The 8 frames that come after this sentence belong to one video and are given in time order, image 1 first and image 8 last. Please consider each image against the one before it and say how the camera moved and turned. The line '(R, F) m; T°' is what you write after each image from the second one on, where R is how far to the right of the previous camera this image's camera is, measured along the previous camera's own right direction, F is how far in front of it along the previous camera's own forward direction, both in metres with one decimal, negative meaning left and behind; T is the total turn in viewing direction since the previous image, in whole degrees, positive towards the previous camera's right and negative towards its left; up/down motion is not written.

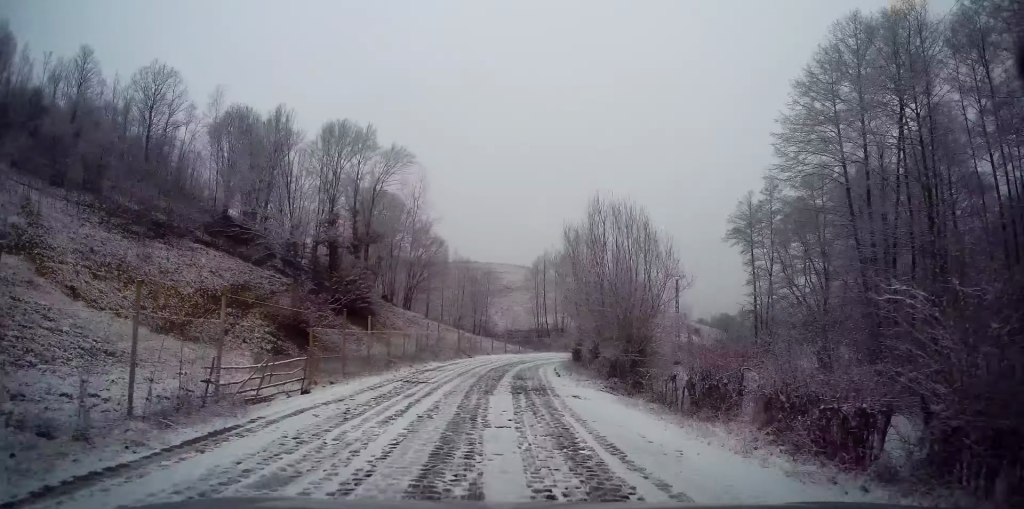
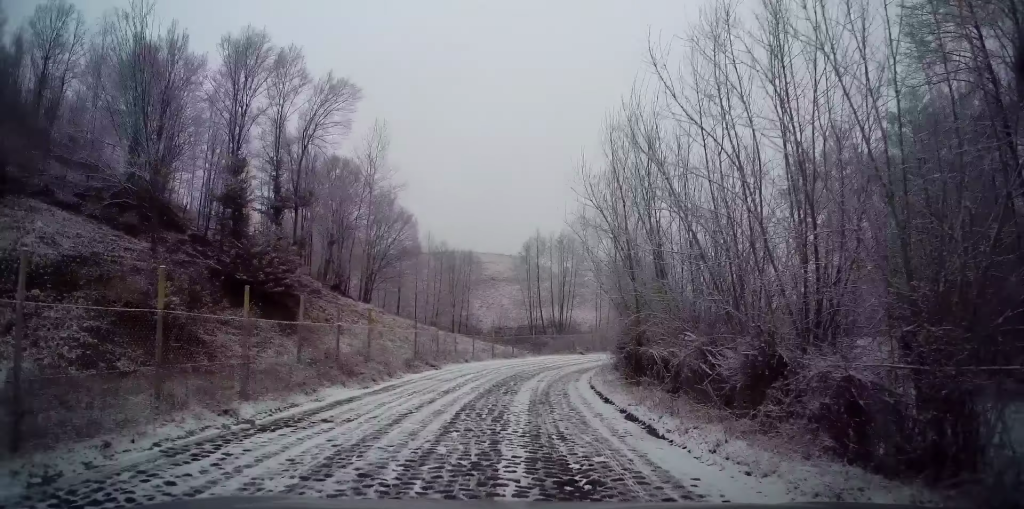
(-0.1, +14.5) m; 0°
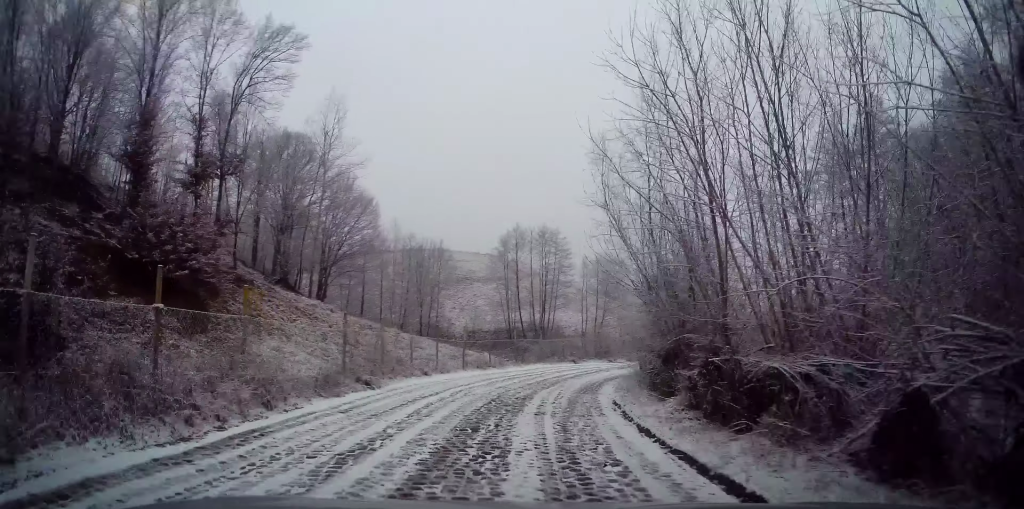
(0.0, +7.2) m; +2°
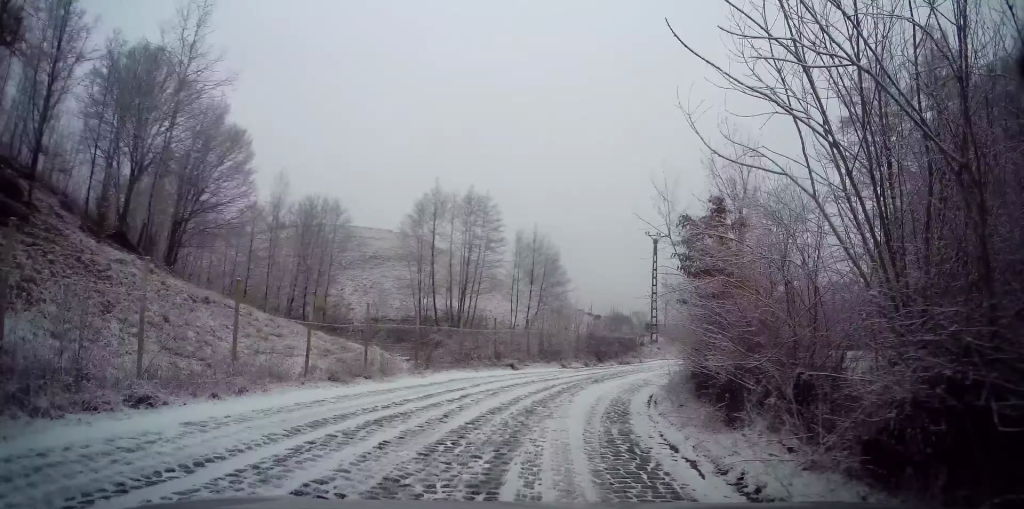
(+0.6, +12.4) m; +6°
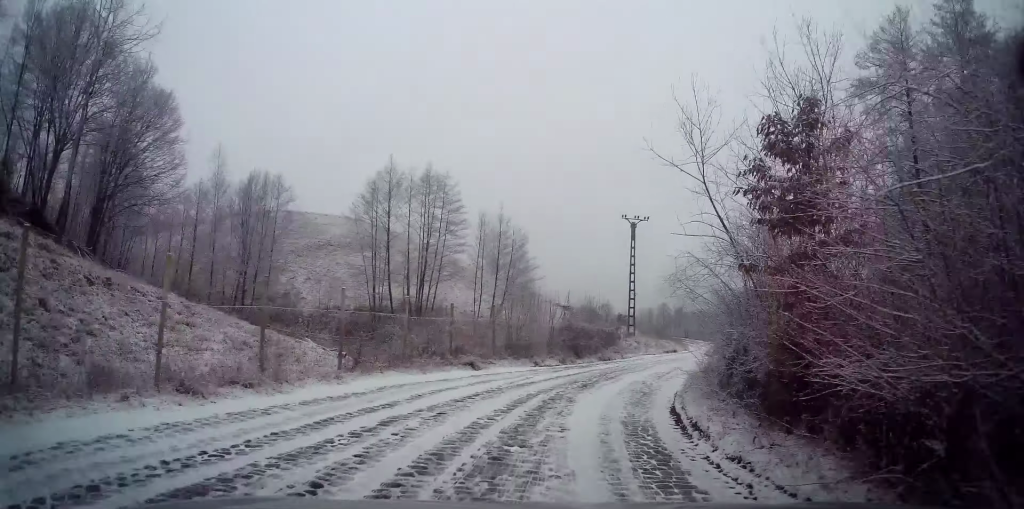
(-0.1, +4.6) m; +4°
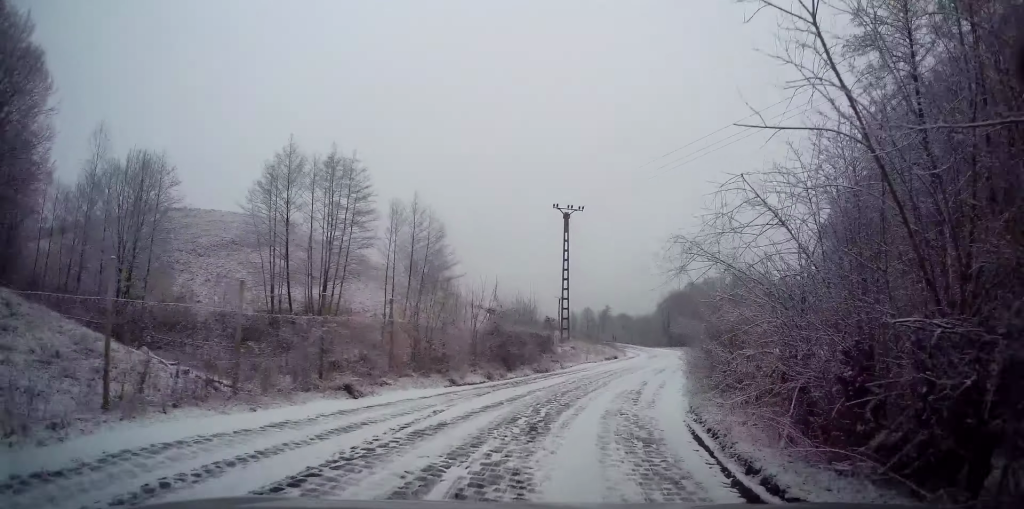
(+0.5, +5.7) m; +9°
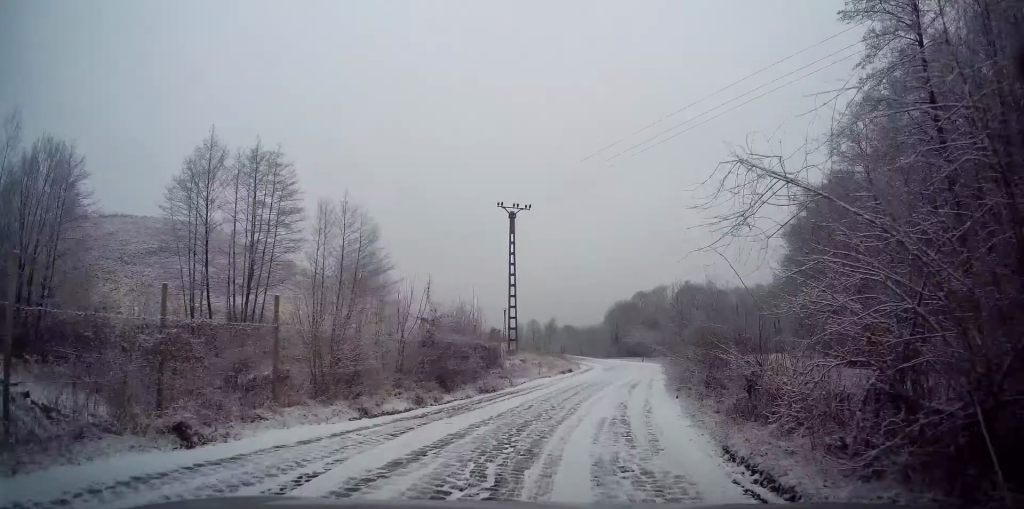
(+0.2, +3.9) m; +6°
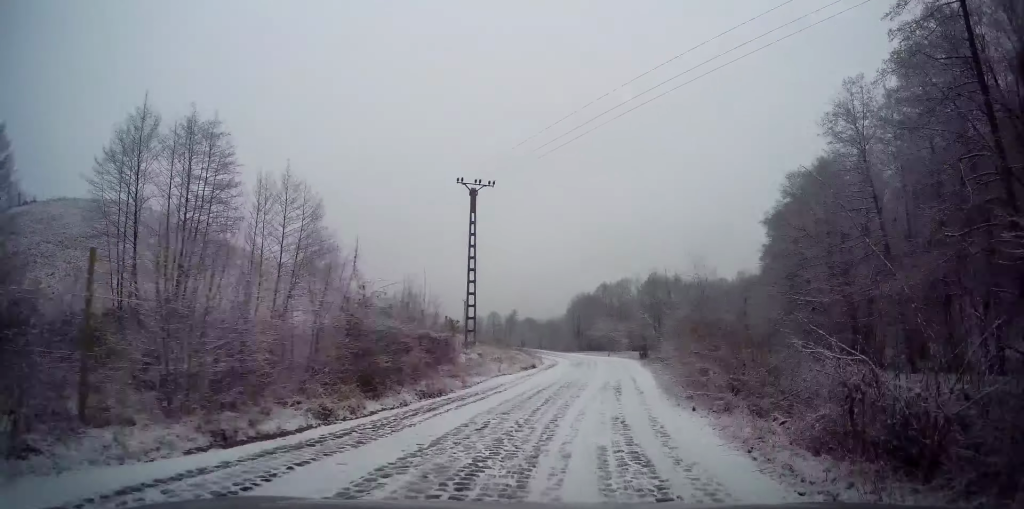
(+0.4, +3.8) m; +5°
